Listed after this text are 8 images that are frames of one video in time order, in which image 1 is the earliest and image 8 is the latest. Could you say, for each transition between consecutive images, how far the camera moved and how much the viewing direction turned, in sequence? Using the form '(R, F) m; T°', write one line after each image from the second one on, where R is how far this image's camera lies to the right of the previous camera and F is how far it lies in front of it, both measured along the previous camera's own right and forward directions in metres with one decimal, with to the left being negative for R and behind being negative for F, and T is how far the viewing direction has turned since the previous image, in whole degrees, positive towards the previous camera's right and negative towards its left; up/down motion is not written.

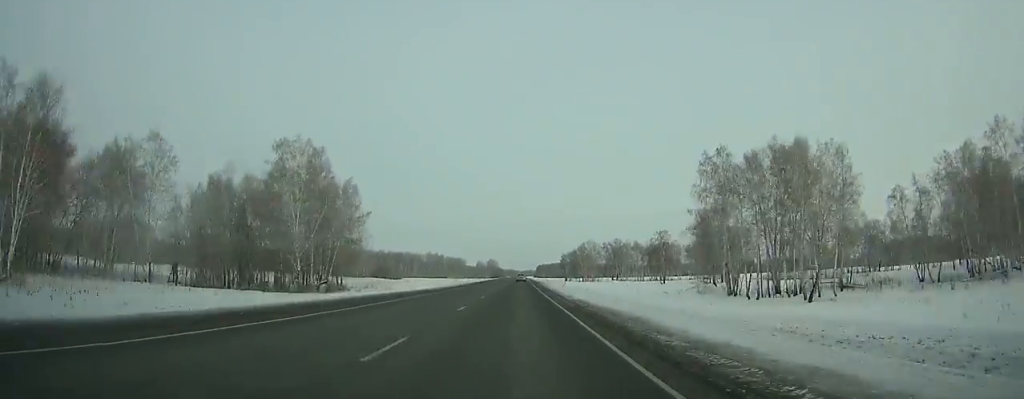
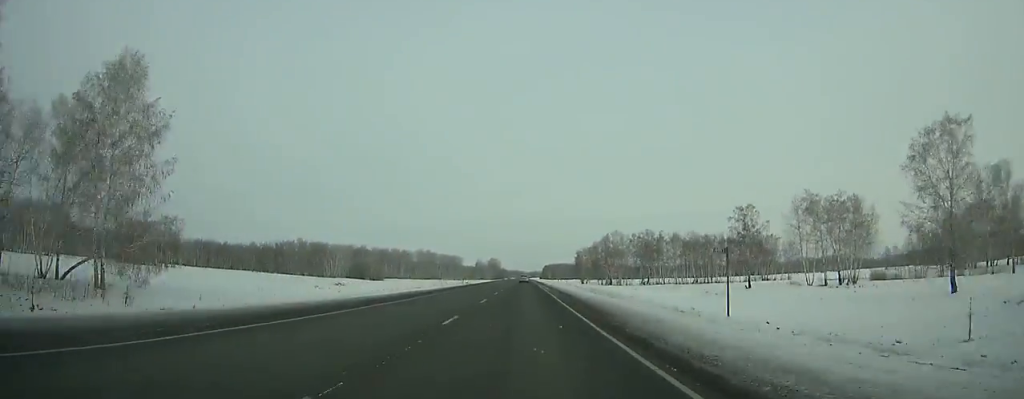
(0.0, +65.9) m; 0°
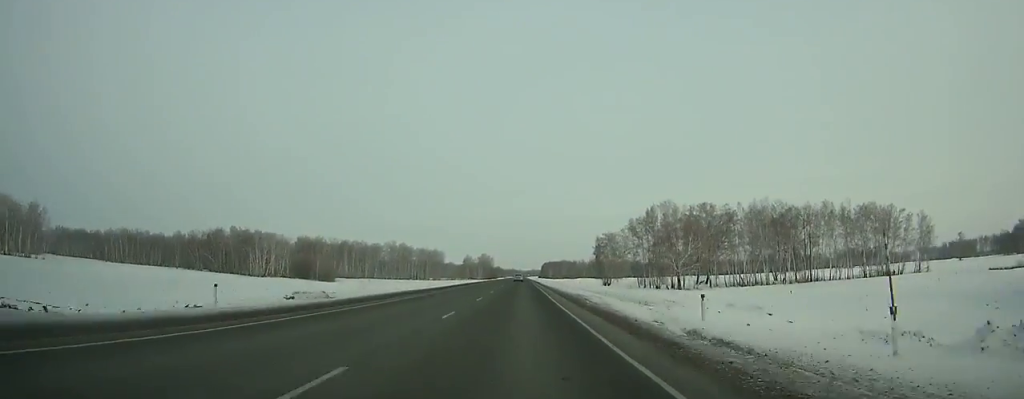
(+0.1, +82.6) m; 0°
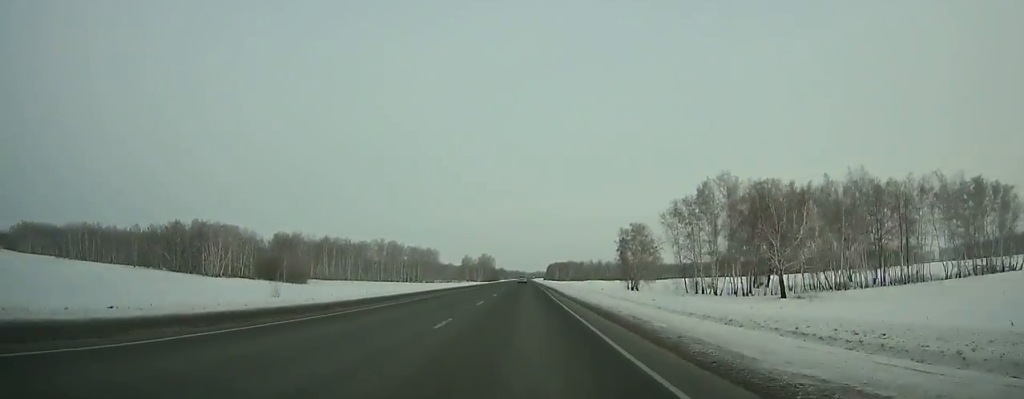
(+0.1, +38.8) m; 0°
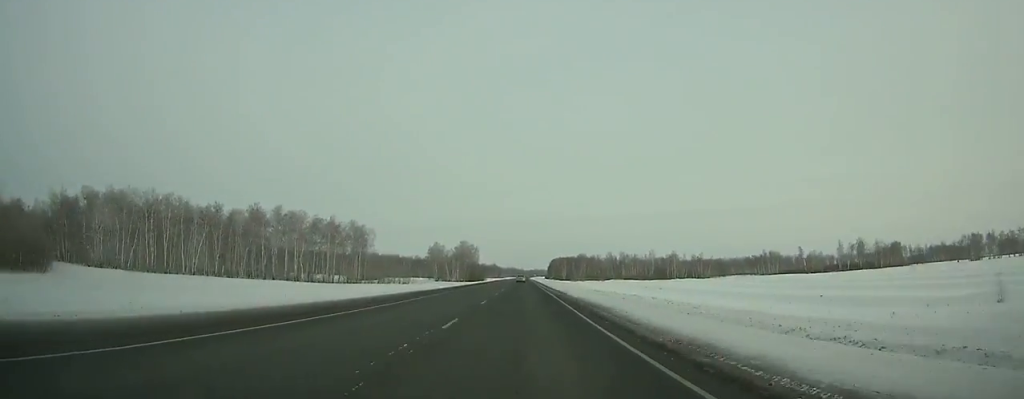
(-0.2, +133.4) m; 0°
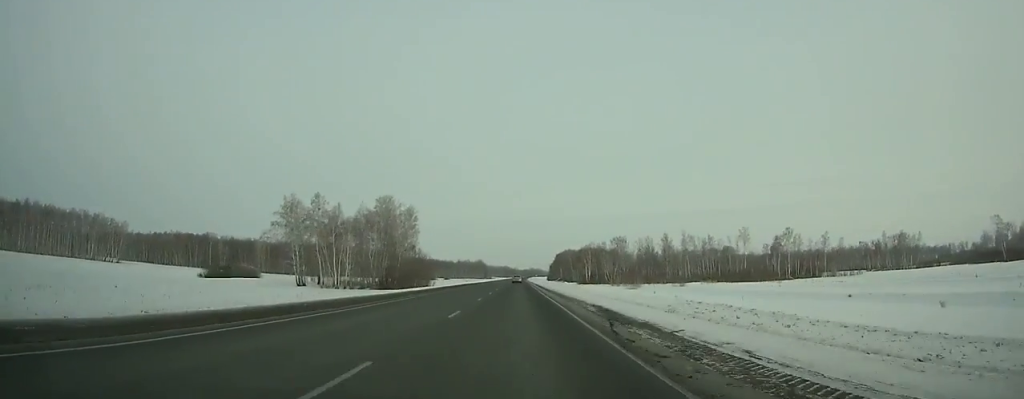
(+0.5, +165.4) m; 0°
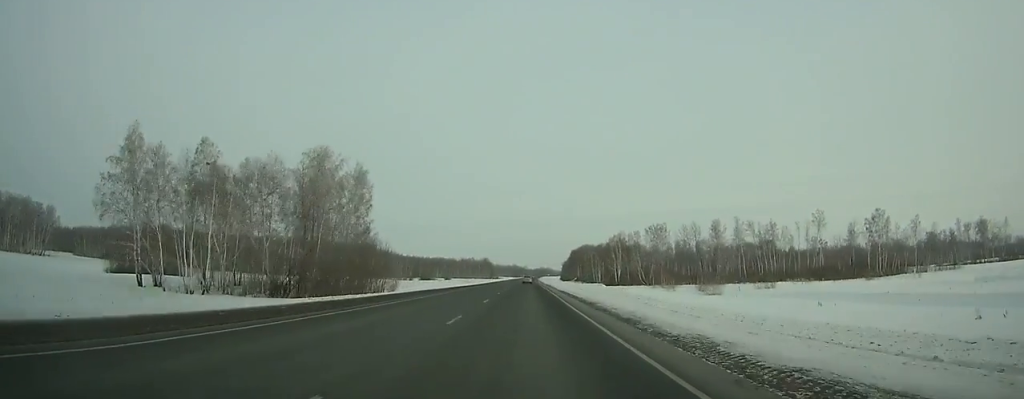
(0.0, +50.7) m; 0°
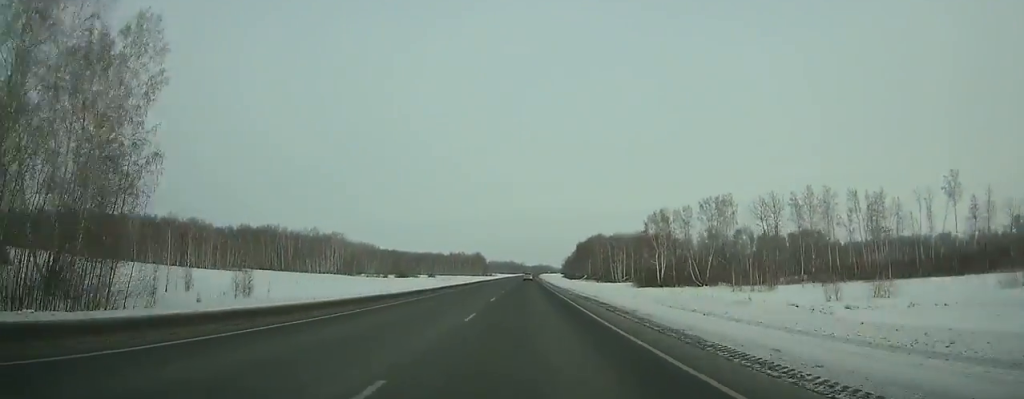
(-0.2, +59.5) m; 0°
